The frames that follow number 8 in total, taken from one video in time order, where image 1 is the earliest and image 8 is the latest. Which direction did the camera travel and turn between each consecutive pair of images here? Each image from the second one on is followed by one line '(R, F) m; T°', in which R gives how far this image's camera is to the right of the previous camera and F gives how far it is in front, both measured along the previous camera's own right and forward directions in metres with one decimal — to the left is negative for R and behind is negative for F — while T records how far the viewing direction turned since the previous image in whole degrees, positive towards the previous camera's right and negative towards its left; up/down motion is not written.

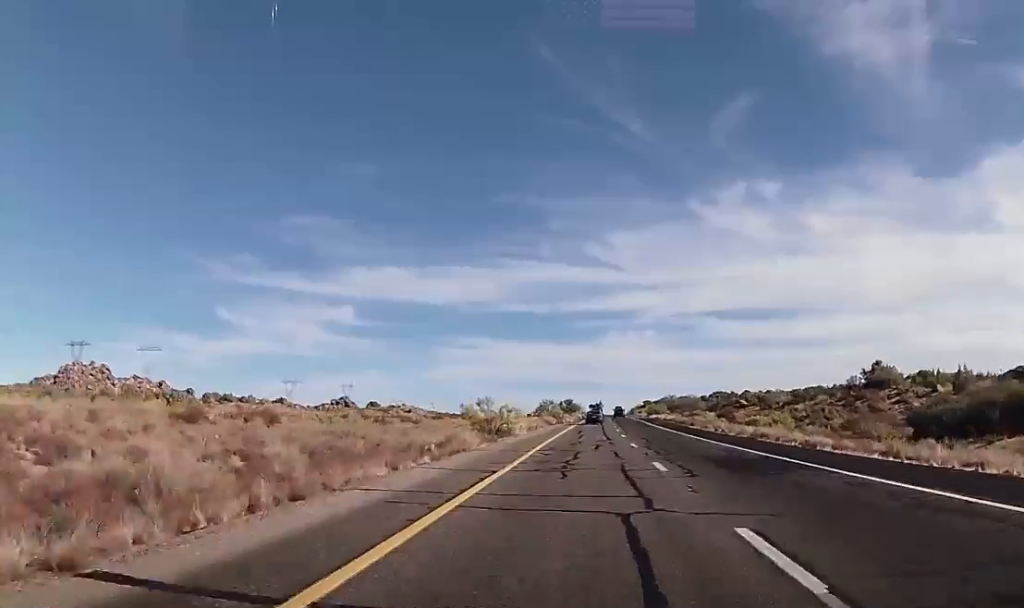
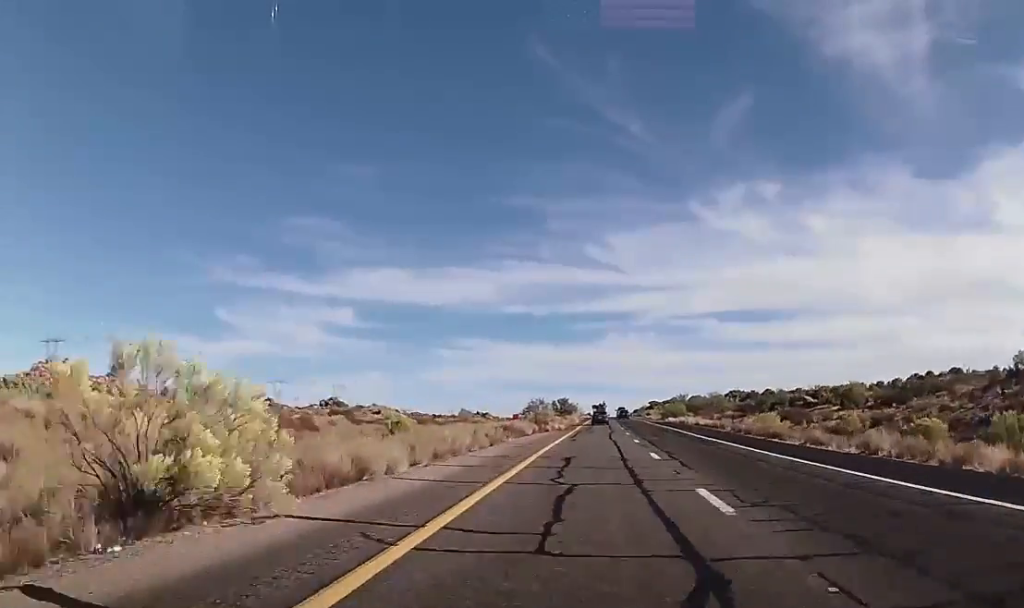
(0.0, +31.5) m; +1°
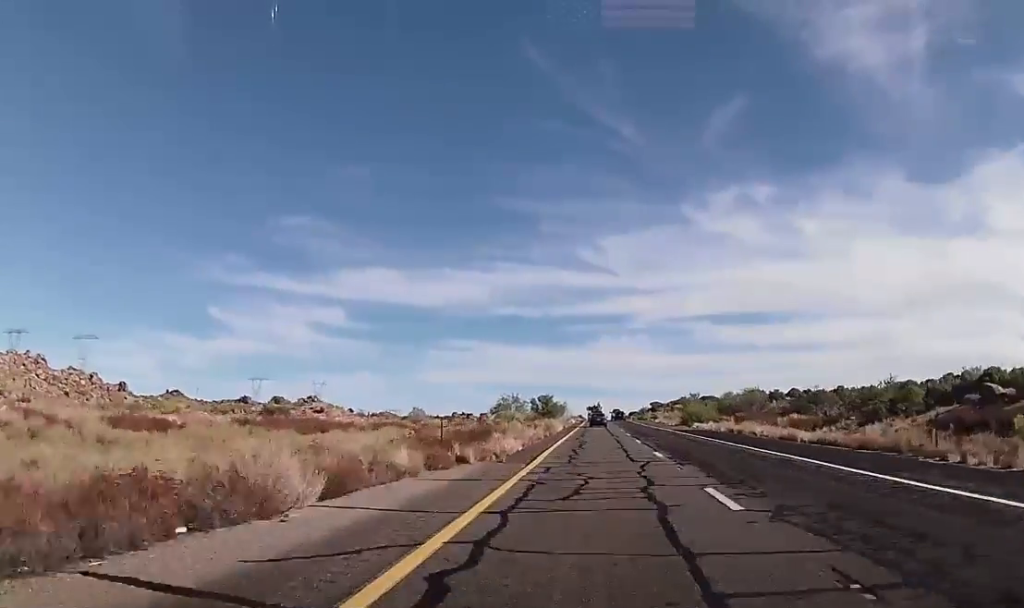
(+0.4, +35.9) m; +1°
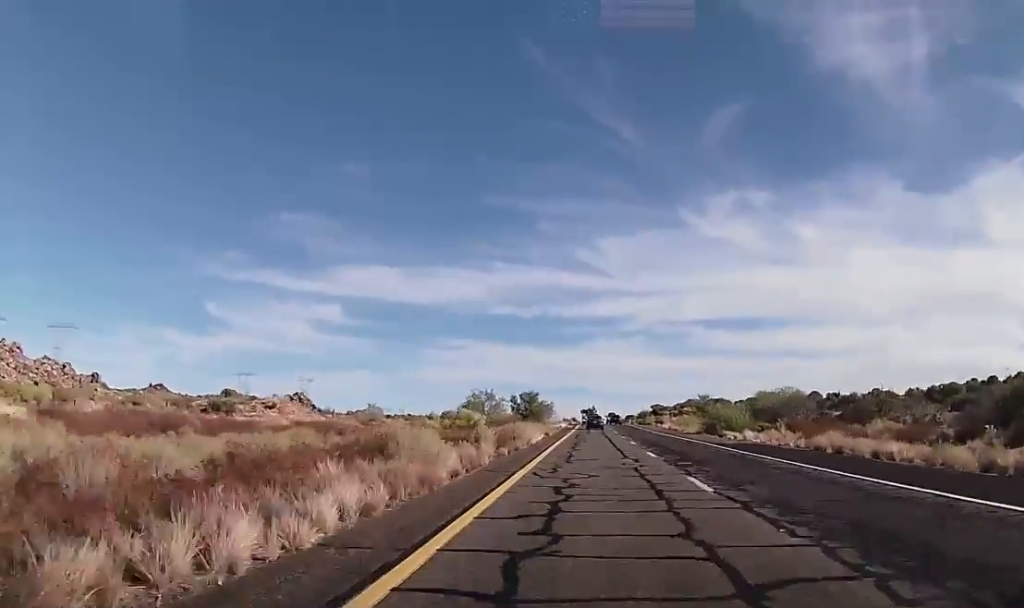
(+0.1, +22.4) m; 0°
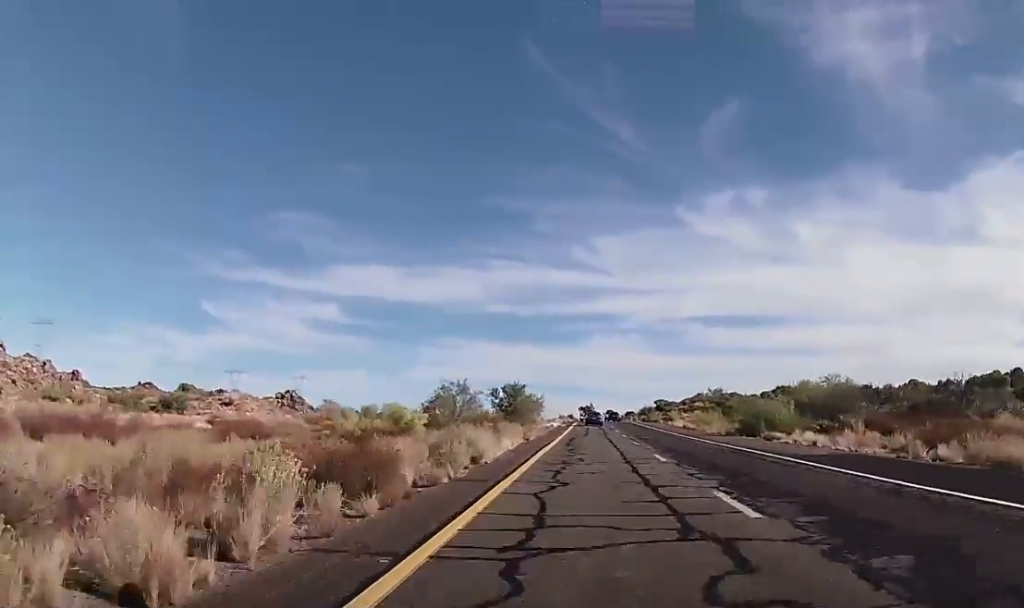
(-0.1, +15.7) m; 0°
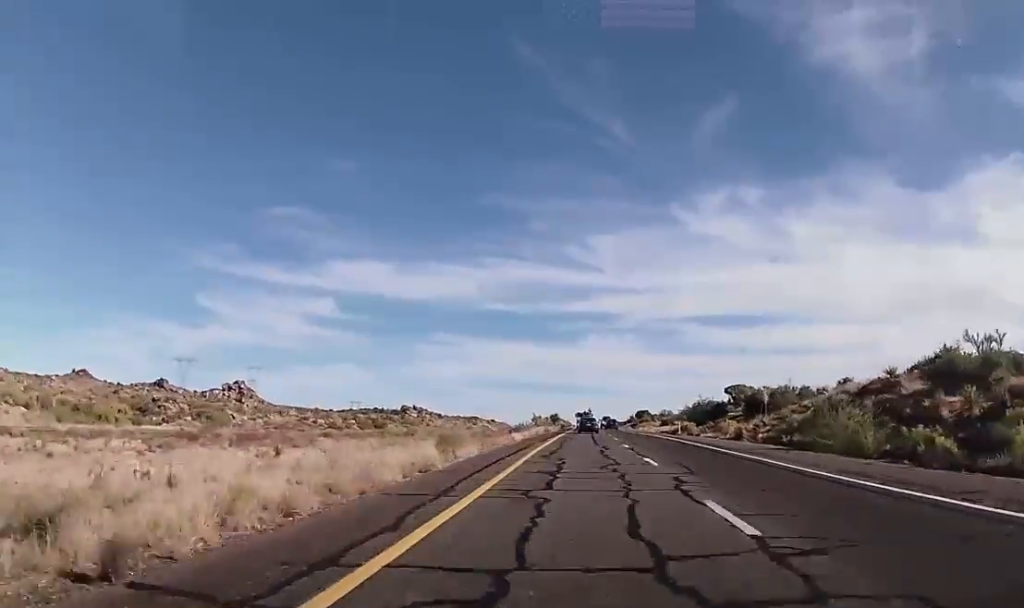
(+2.1, +98.9) m; +1°
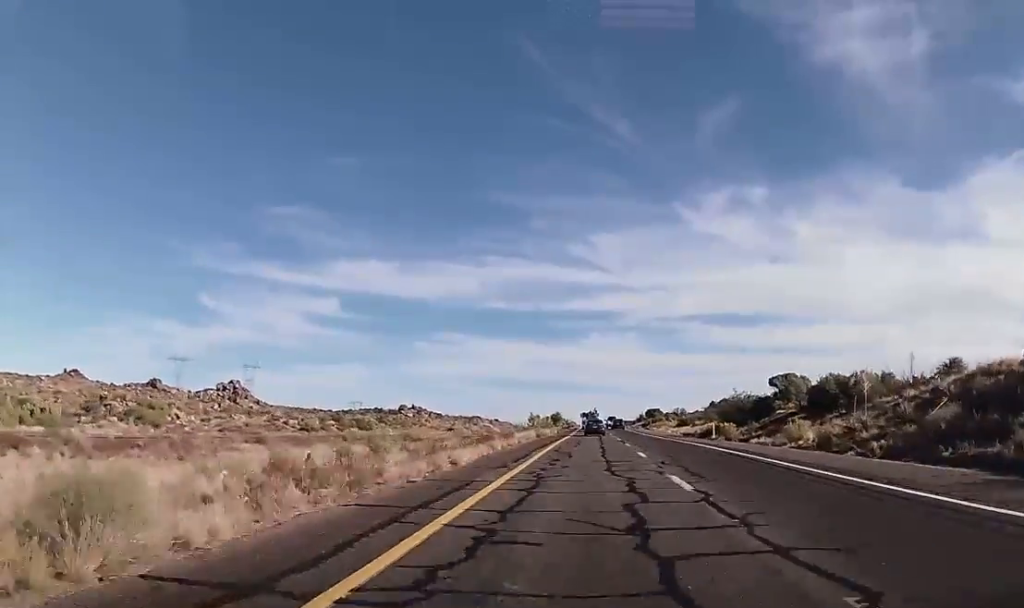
(-0.1, +17.9) m; 0°
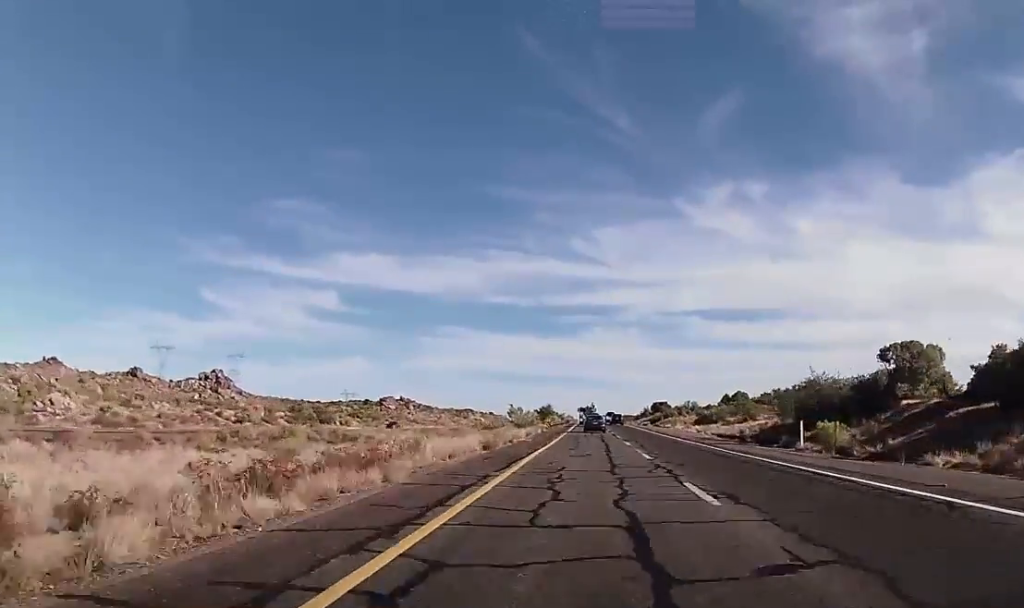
(-0.1, +26.7) m; 0°
